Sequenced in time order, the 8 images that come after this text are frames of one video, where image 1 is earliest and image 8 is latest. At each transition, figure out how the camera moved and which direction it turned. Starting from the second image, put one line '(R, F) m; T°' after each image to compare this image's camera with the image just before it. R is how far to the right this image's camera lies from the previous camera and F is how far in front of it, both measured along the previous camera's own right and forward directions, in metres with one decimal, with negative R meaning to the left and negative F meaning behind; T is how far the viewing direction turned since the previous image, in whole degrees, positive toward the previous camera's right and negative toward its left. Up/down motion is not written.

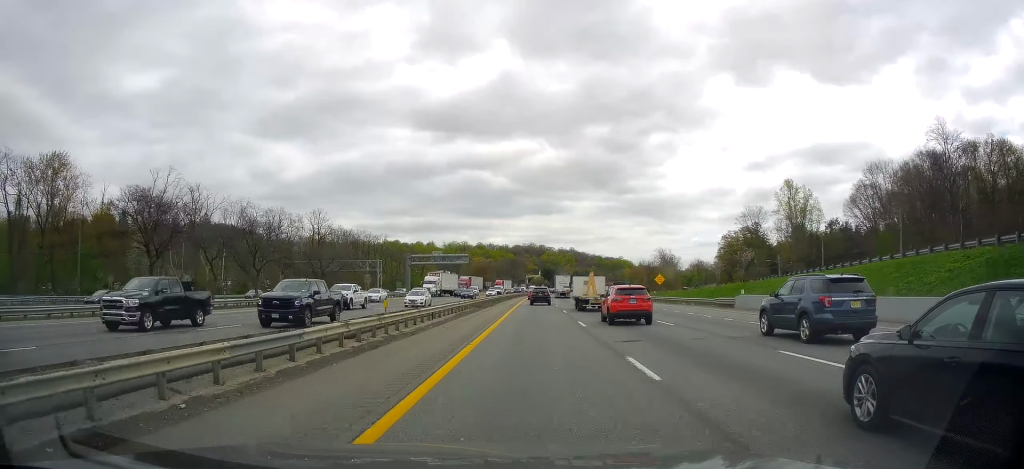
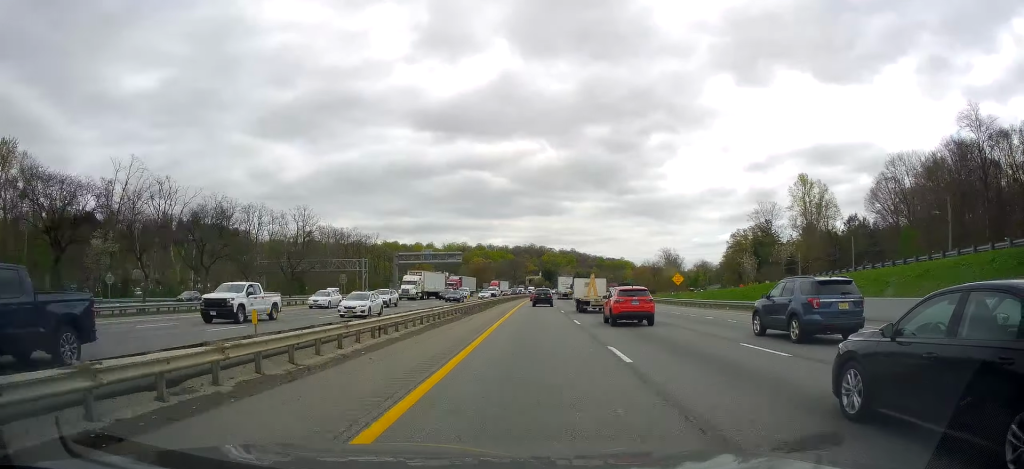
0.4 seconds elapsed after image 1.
(-0.1, +11.6) m; 0°
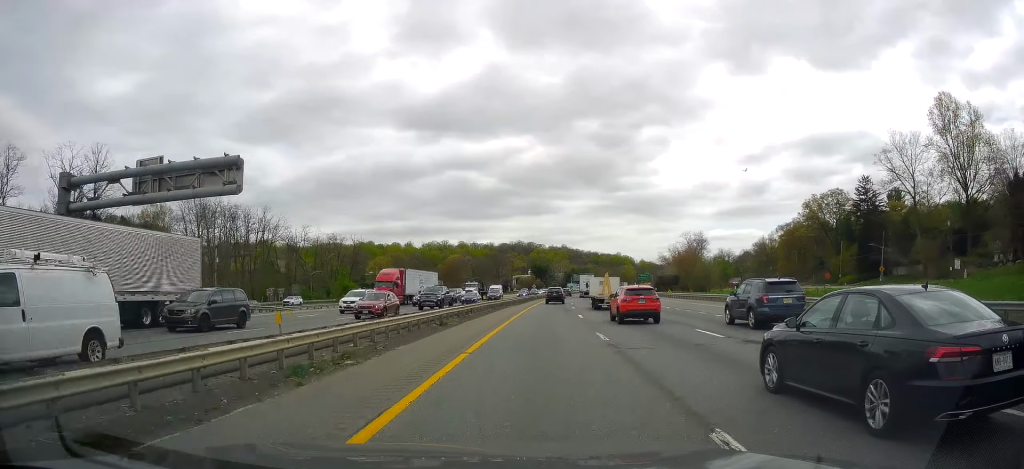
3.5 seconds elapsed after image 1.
(+0.3, +80.1) m; 0°
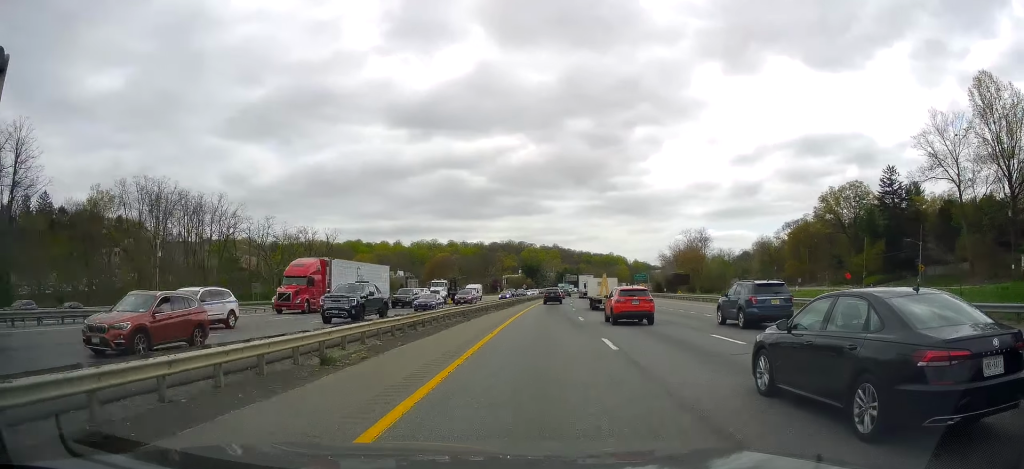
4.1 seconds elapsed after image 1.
(-0.3, +15.7) m; 0°
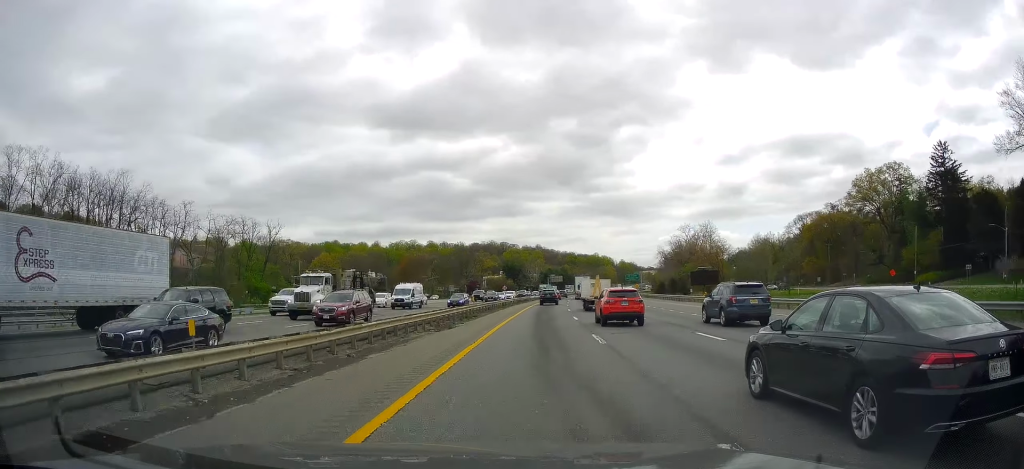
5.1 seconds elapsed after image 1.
(+0.3, +26.6) m; +2°
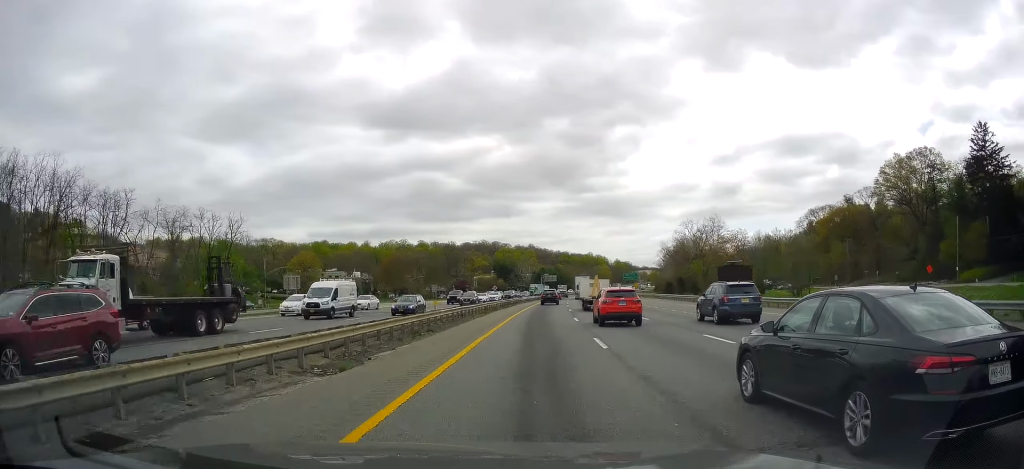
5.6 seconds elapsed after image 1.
(+0.2, +15.4) m; +1°
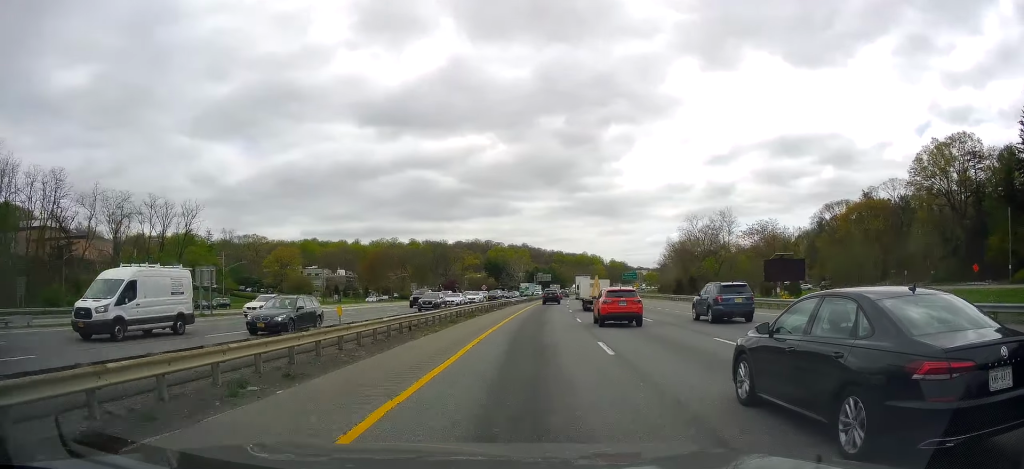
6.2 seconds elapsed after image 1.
(+0.1, +15.5) m; +1°
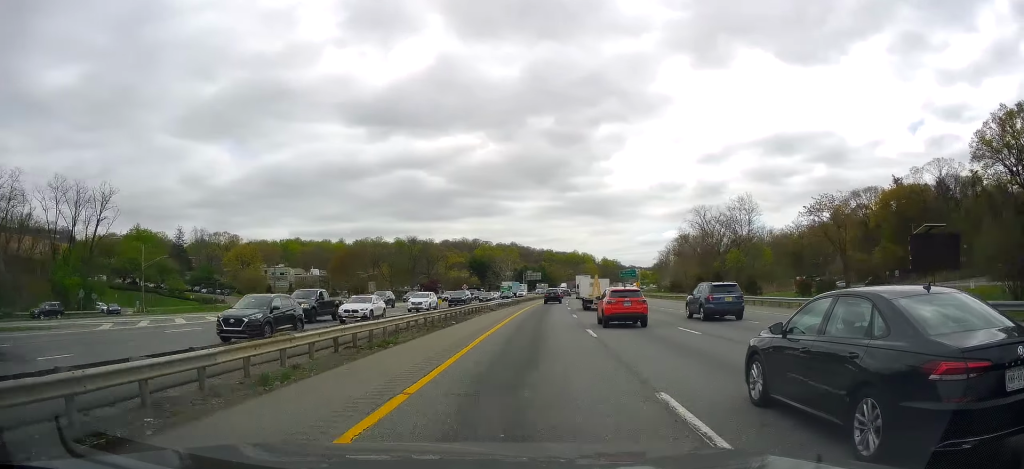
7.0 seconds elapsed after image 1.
(+0.5, +23.1) m; +1°
